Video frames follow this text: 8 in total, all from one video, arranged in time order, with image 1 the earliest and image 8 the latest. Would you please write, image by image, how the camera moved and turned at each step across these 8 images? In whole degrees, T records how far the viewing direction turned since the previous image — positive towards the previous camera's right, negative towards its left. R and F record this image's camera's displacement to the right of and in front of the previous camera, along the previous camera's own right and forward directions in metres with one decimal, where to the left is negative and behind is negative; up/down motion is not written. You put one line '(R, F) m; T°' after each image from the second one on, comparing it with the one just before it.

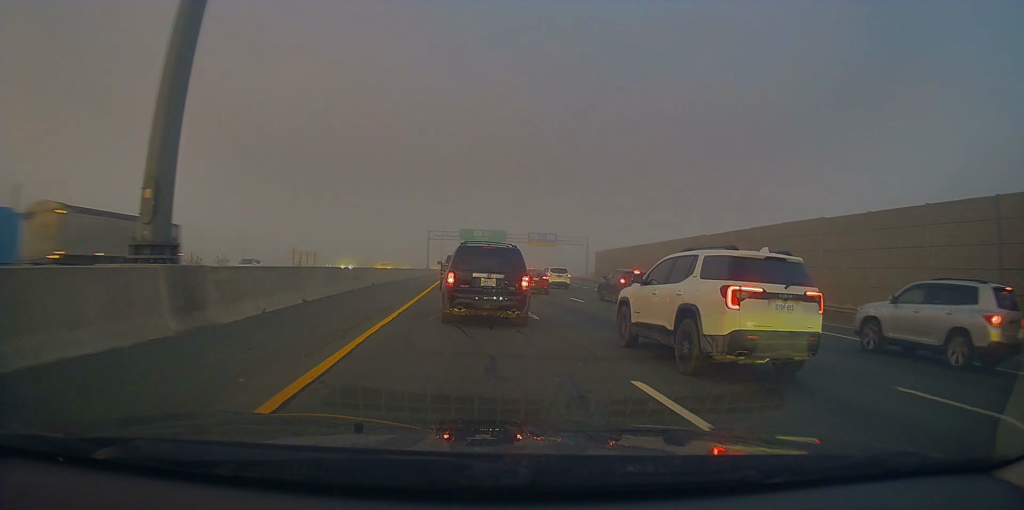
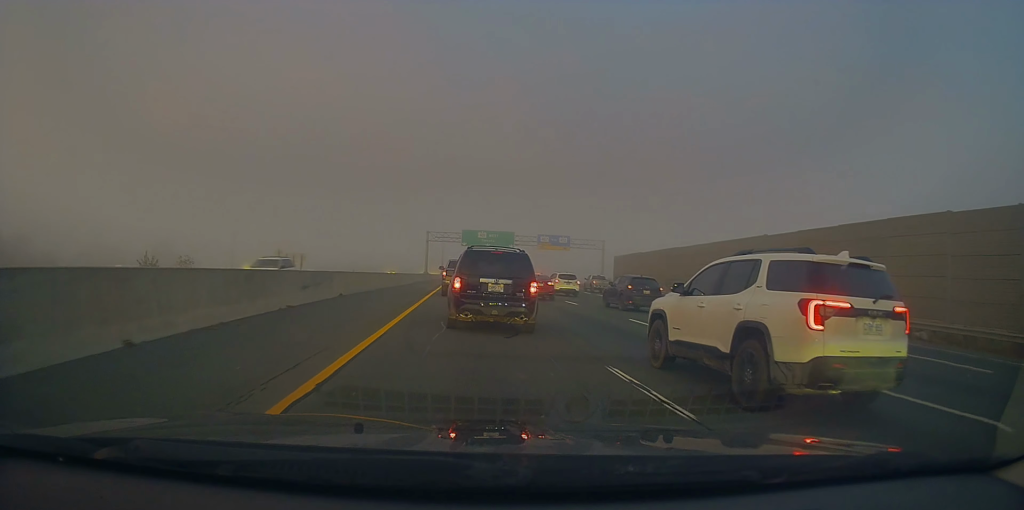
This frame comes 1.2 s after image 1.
(-0.2, +8.6) m; -3°
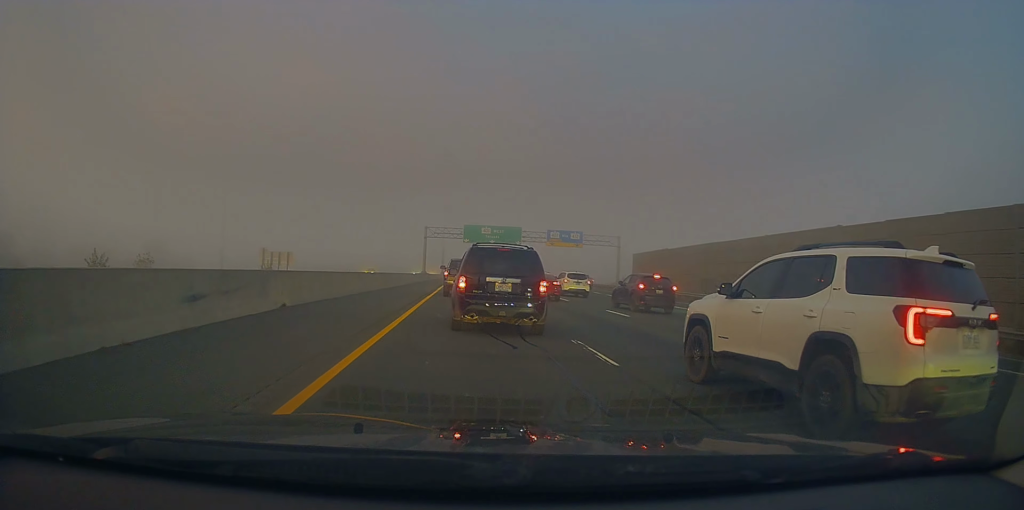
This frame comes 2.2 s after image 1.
(-0.2, +8.3) m; -1°
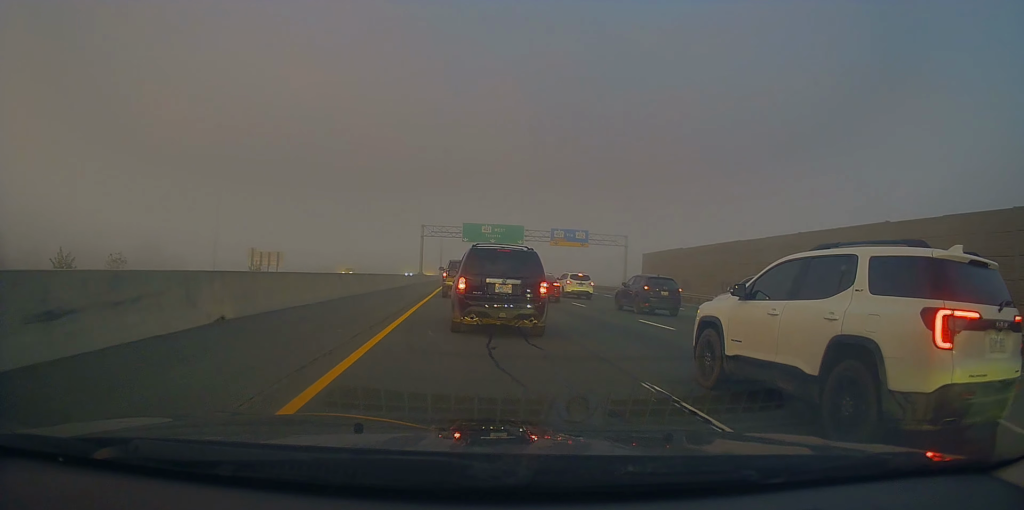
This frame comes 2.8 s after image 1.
(0.0, +4.6) m; +2°
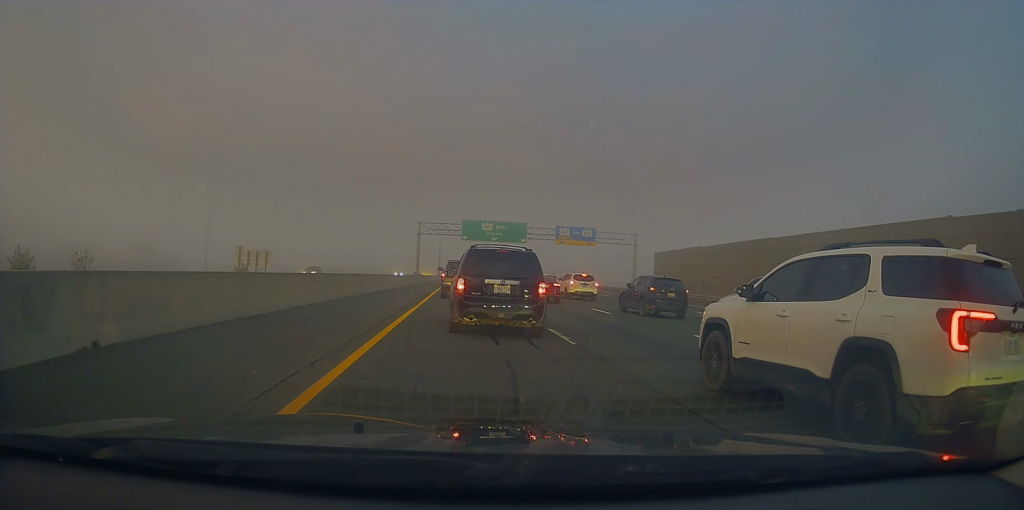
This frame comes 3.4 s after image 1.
(+0.1, +5.5) m; +2°
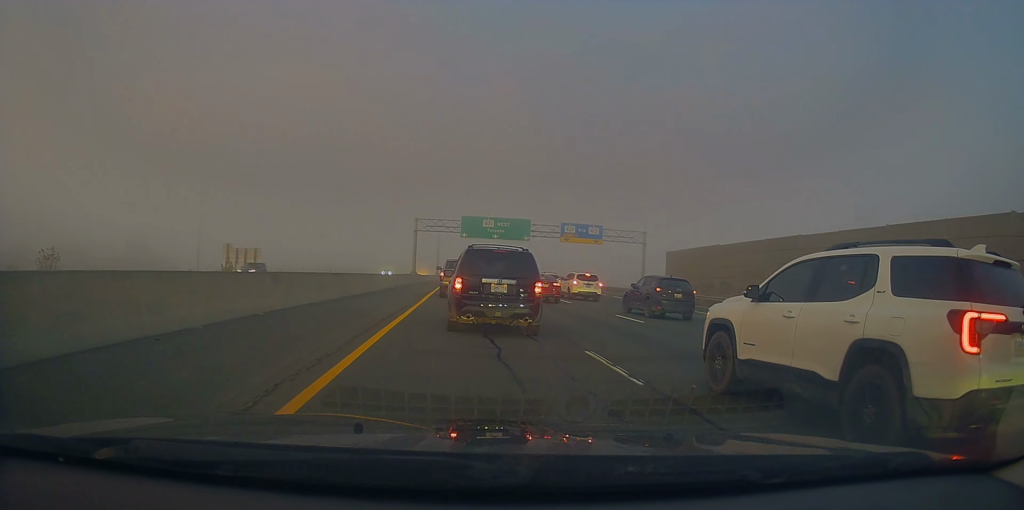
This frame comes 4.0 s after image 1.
(+0.2, +4.8) m; +1°
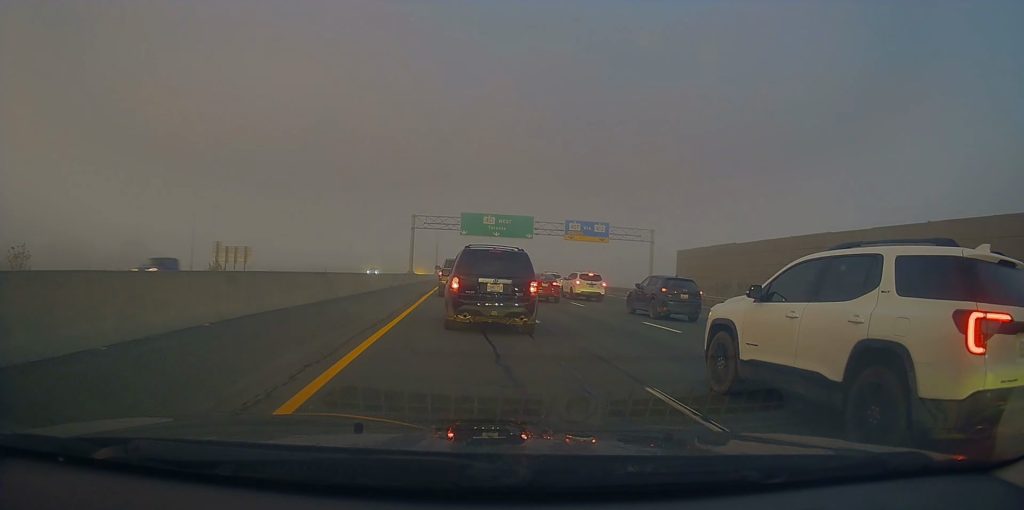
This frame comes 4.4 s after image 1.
(0.0, +3.1) m; -2°
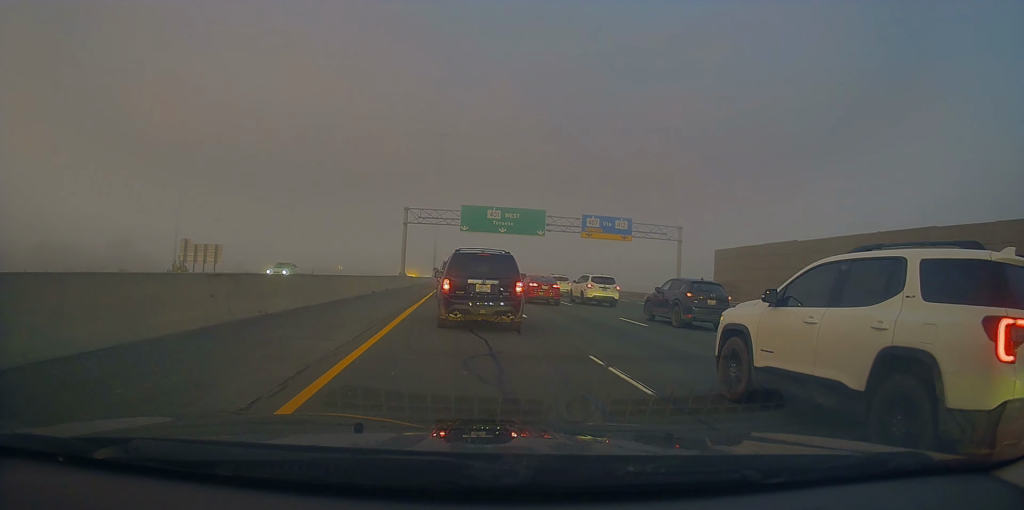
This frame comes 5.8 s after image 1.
(-0.5, +8.6) m; -2°
